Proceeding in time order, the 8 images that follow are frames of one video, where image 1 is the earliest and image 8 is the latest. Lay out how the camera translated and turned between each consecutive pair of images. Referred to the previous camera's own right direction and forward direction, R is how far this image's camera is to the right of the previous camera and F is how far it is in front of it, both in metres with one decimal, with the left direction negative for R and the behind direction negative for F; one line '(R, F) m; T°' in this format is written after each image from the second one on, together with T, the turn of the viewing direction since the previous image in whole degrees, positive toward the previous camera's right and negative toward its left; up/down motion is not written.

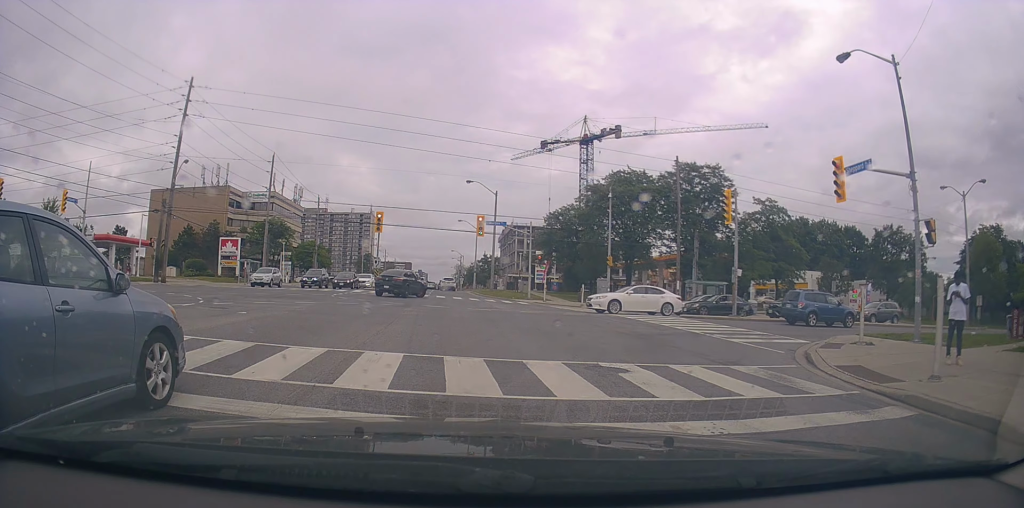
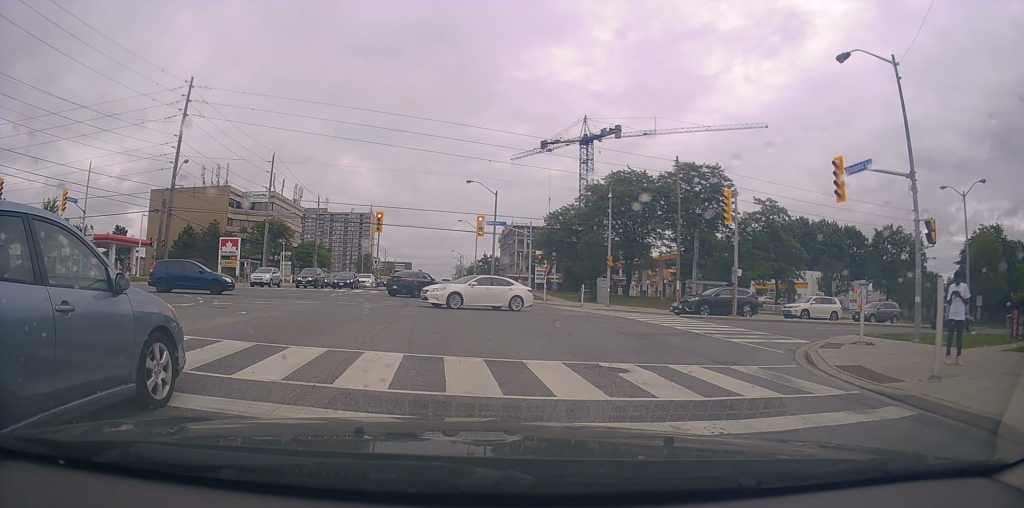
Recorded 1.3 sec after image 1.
(0.0, 0.0) m; 0°
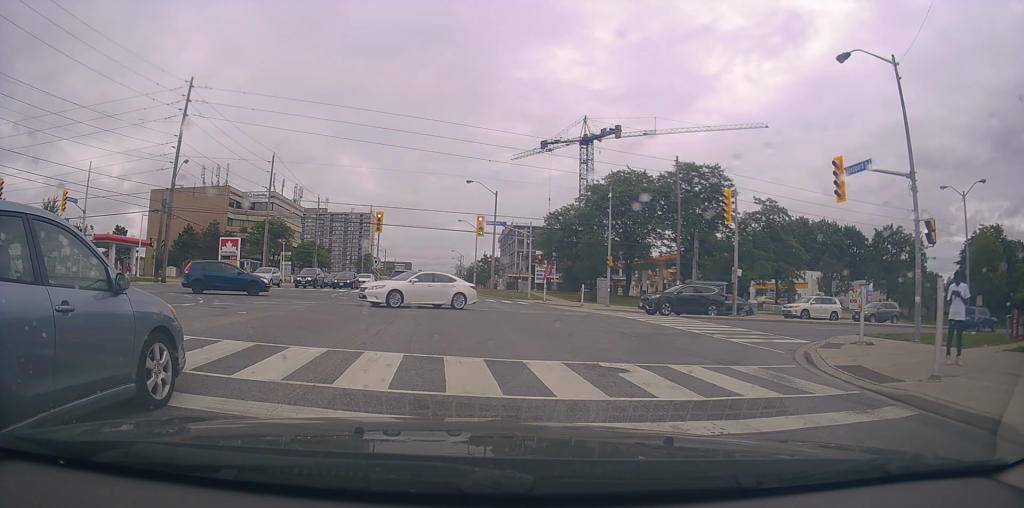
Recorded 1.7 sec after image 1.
(0.0, 0.0) m; 0°
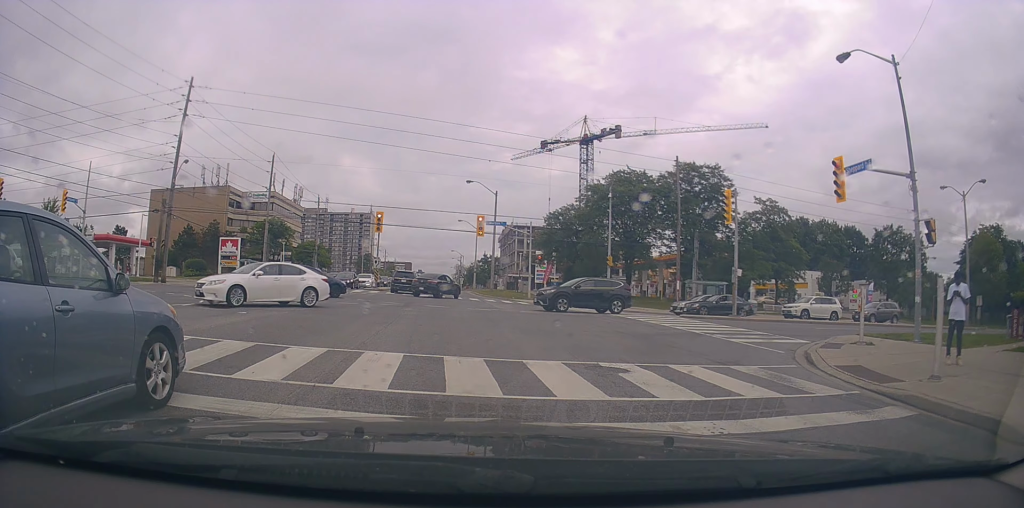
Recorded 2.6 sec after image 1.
(0.0, 0.0) m; 0°
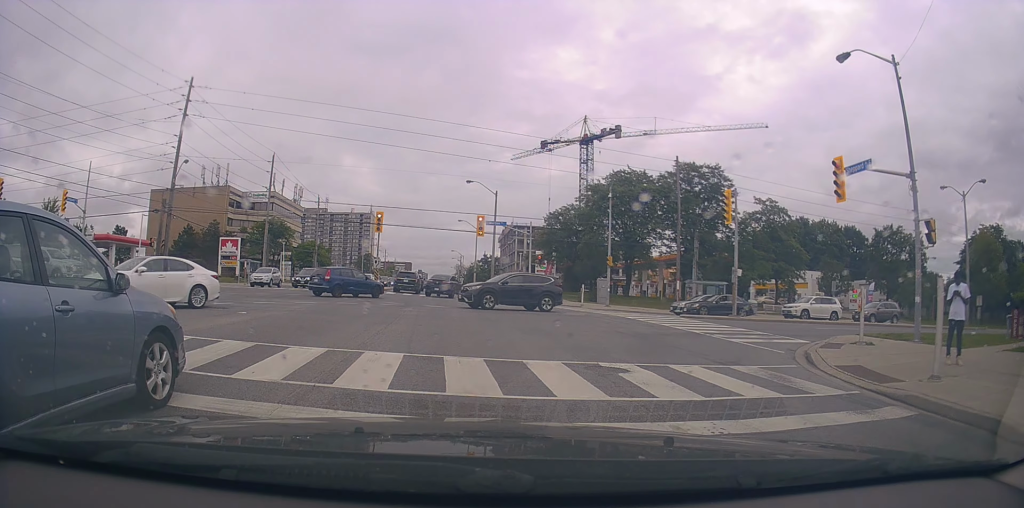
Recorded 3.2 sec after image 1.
(0.0, 0.0) m; 0°
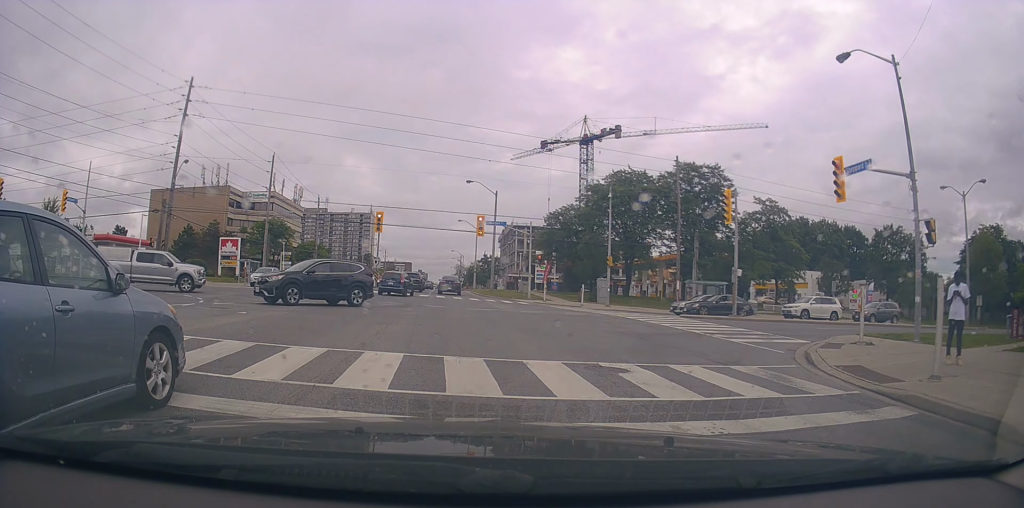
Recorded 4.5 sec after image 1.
(0.0, 0.0) m; 0°
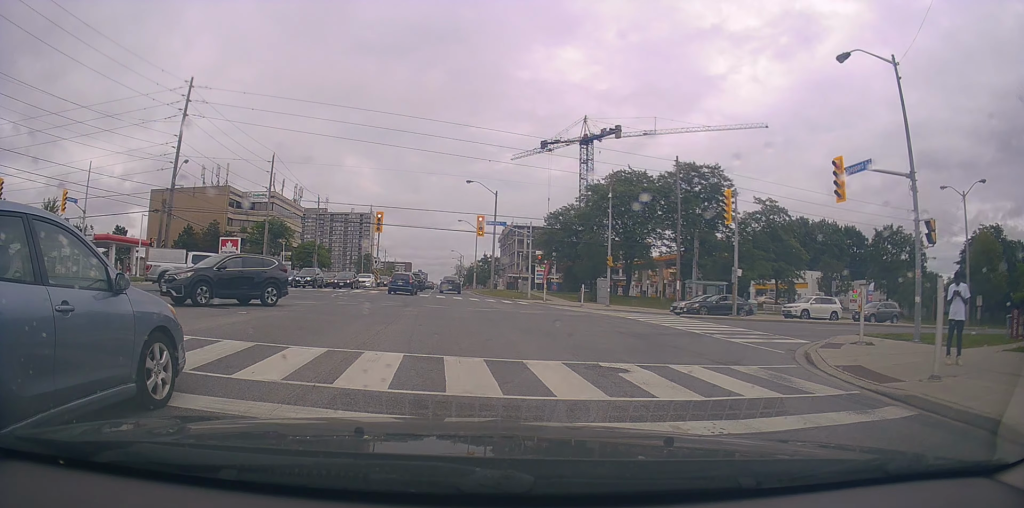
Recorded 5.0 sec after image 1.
(0.0, 0.0) m; 0°
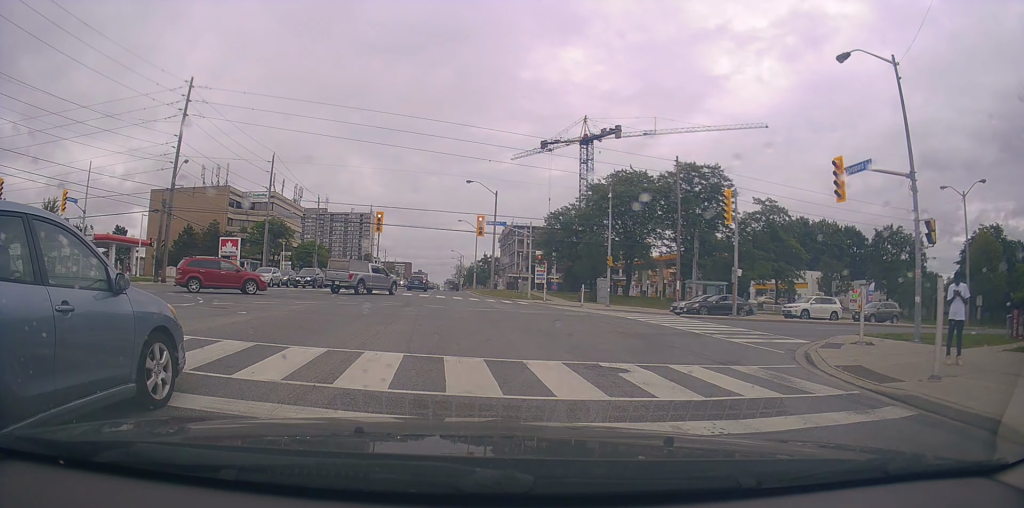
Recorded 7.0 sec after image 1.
(0.0, 0.0) m; 0°
